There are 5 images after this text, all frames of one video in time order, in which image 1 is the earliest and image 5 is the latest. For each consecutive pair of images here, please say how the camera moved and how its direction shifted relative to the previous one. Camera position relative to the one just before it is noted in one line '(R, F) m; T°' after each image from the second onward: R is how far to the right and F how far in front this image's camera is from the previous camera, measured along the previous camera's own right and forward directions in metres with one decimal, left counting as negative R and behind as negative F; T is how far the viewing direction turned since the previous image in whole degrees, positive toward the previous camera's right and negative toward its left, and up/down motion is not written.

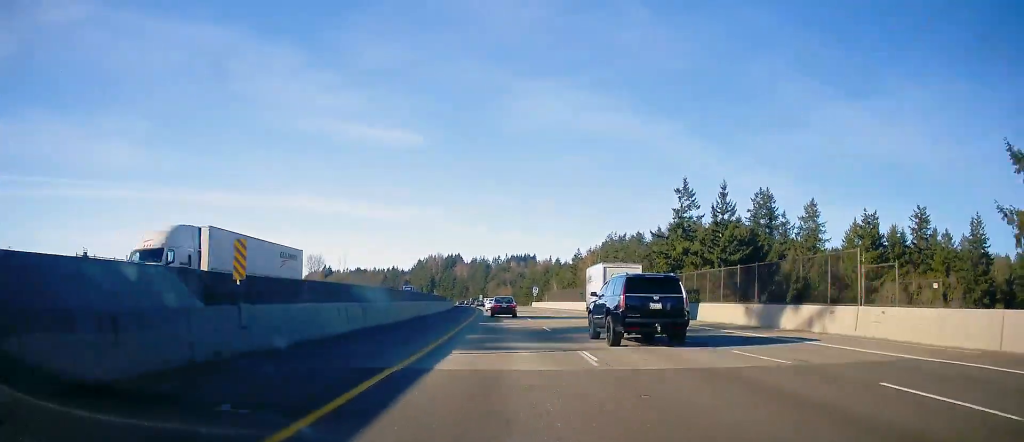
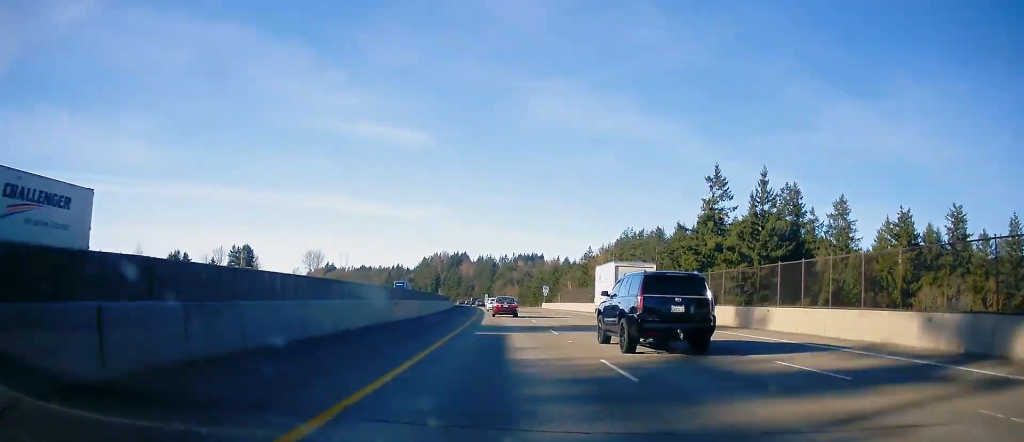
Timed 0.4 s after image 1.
(+0.1, +14.4) m; -1°
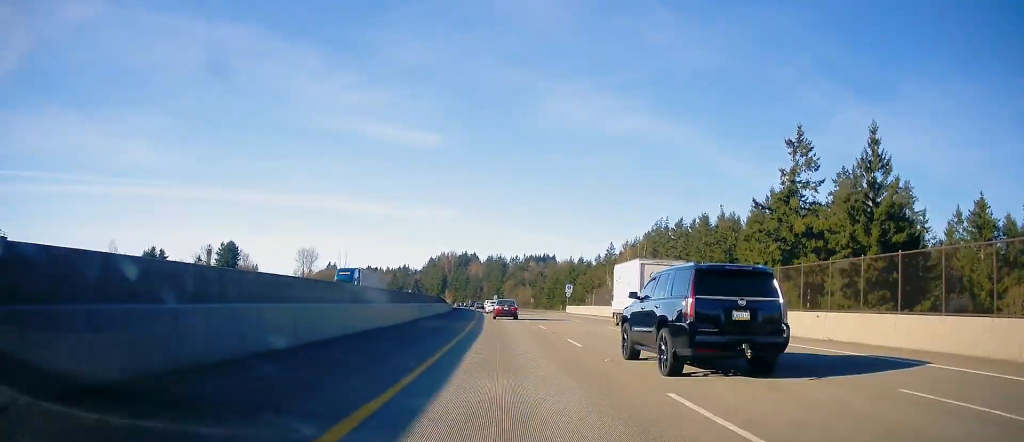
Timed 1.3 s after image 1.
(-0.4, +28.9) m; -2°
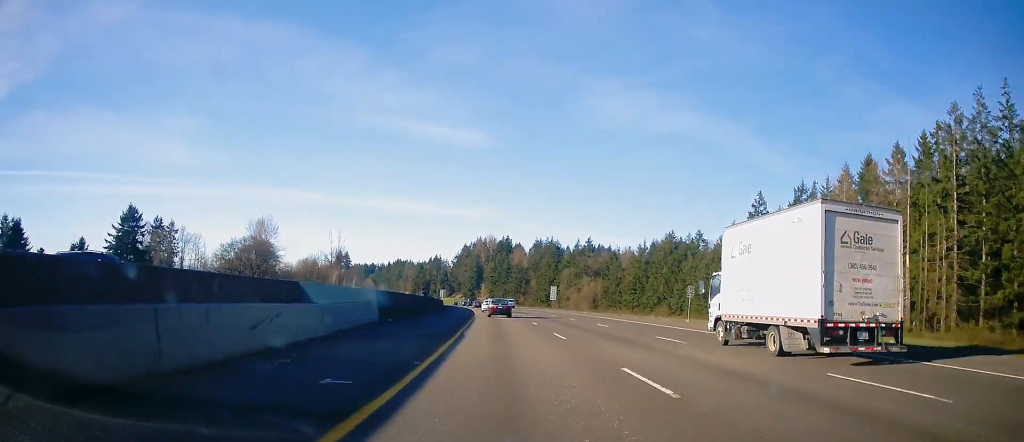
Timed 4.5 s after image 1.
(-3.9, +107.8) m; -5°
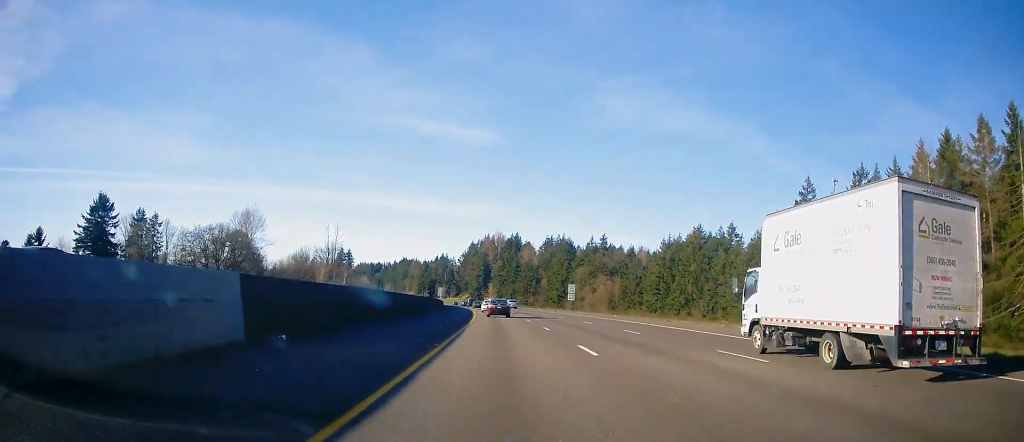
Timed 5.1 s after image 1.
(-0.3, +18.9) m; -1°
